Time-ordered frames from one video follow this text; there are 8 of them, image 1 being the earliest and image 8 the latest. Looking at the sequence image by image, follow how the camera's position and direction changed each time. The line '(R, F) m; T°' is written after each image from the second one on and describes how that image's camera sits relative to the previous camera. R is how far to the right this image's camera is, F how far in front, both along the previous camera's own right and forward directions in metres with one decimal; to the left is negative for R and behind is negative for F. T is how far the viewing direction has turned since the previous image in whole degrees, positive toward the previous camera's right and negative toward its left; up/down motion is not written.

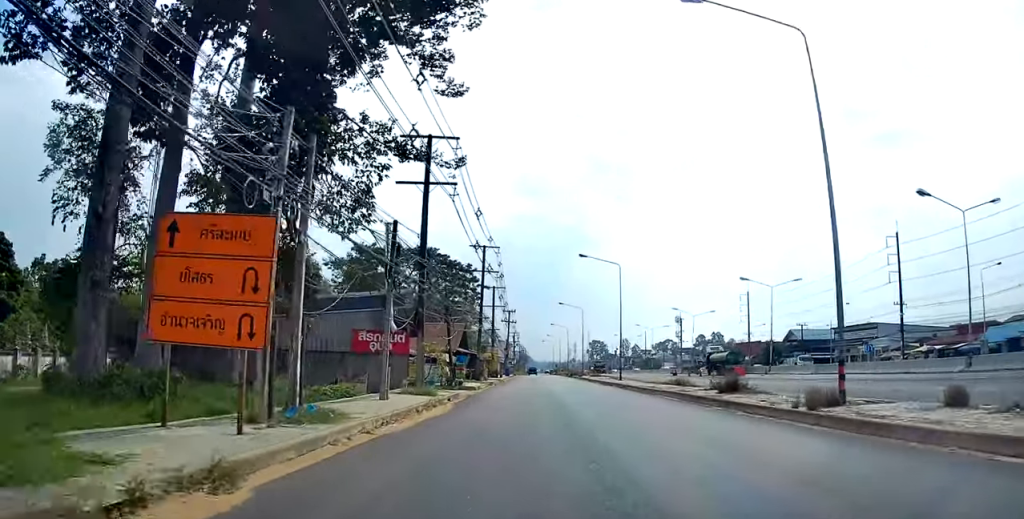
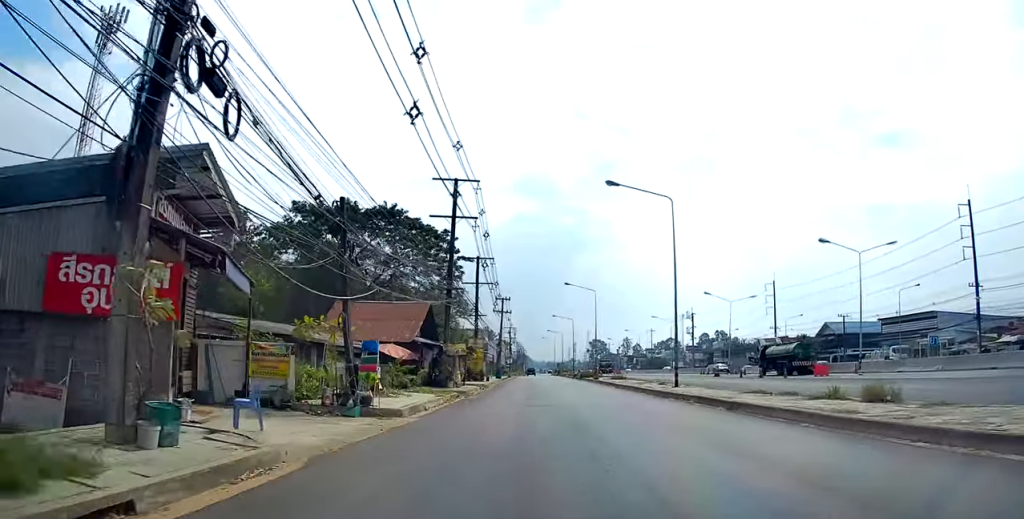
(+0.2, +19.5) m; 0°
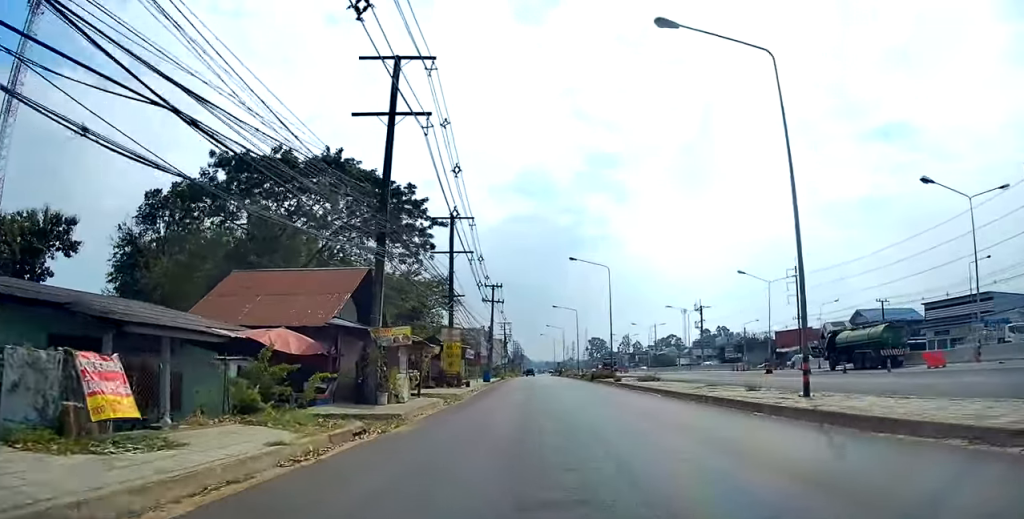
(-0.2, +15.2) m; 0°
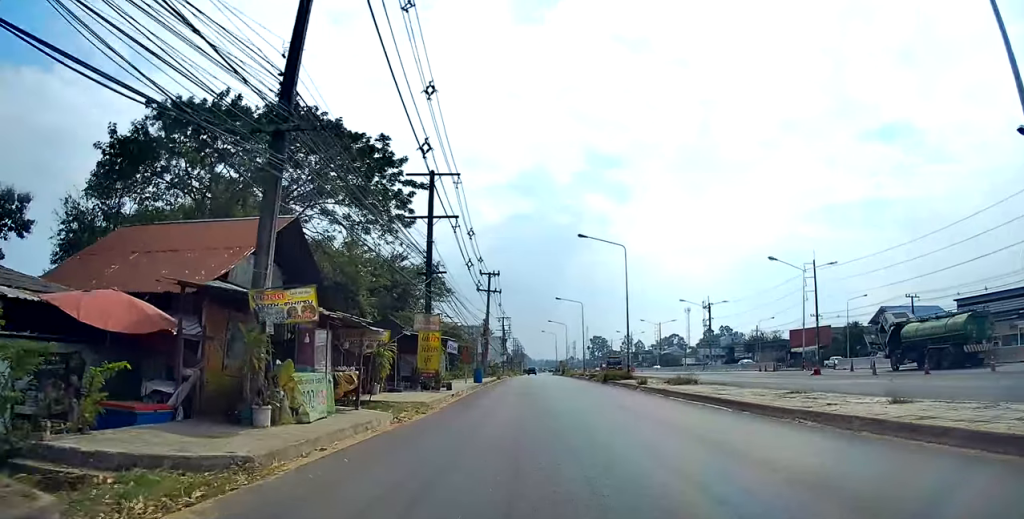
(0.0, +8.4) m; 0°
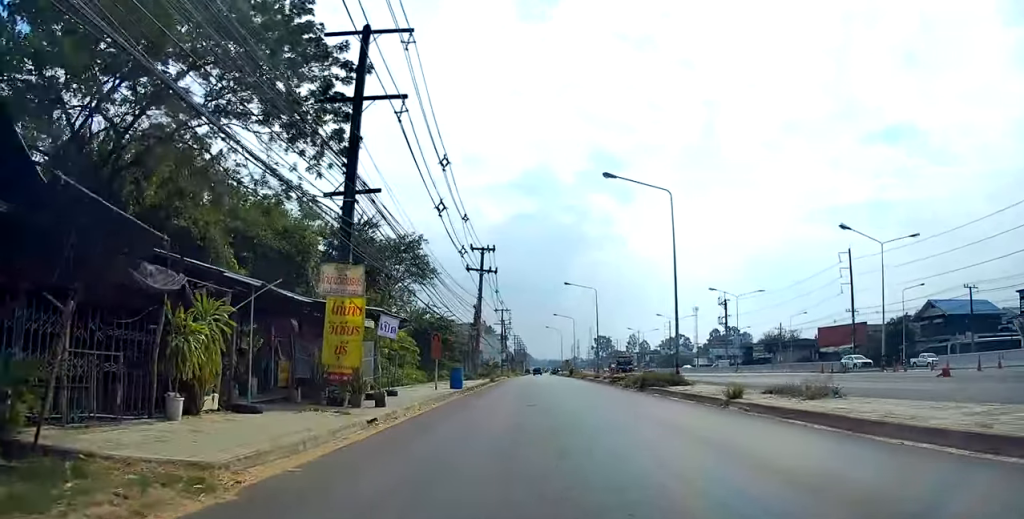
(0.0, +13.9) m; -1°
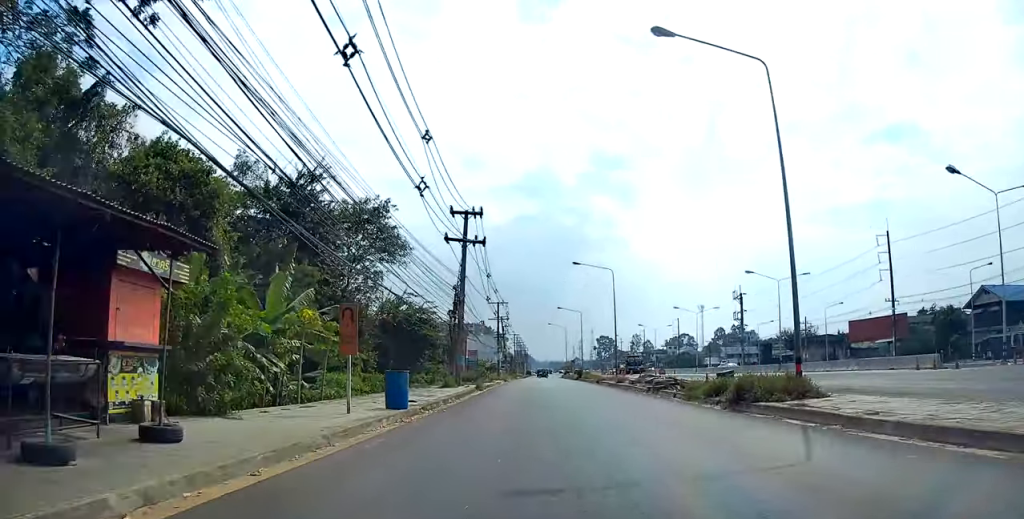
(-0.1, +13.4) m; 0°
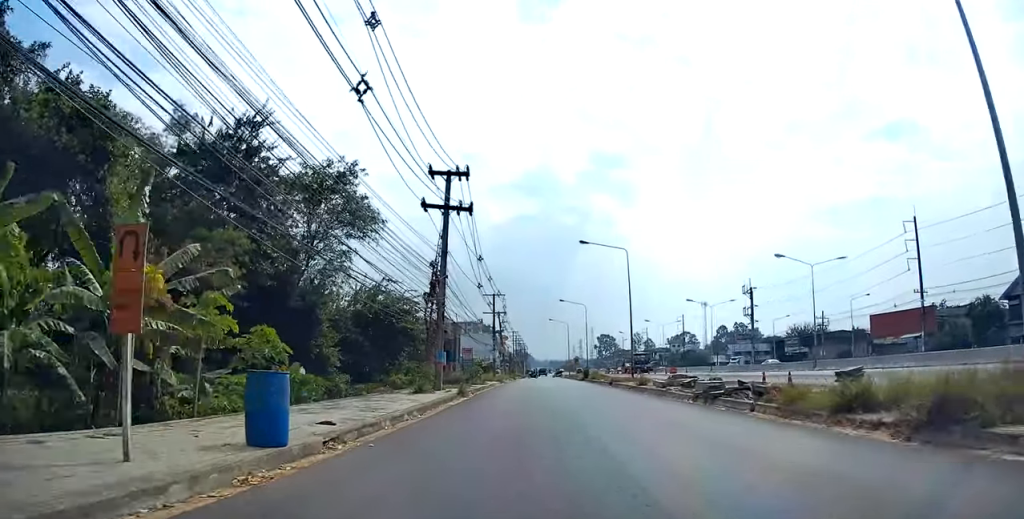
(0.0, +8.1) m; 0°
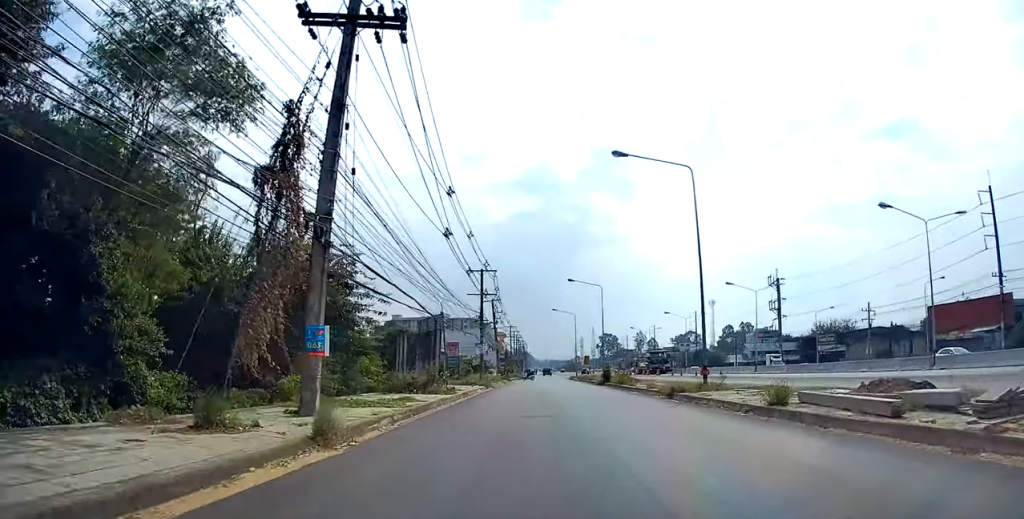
(+0.5, +18.2) m; +2°
